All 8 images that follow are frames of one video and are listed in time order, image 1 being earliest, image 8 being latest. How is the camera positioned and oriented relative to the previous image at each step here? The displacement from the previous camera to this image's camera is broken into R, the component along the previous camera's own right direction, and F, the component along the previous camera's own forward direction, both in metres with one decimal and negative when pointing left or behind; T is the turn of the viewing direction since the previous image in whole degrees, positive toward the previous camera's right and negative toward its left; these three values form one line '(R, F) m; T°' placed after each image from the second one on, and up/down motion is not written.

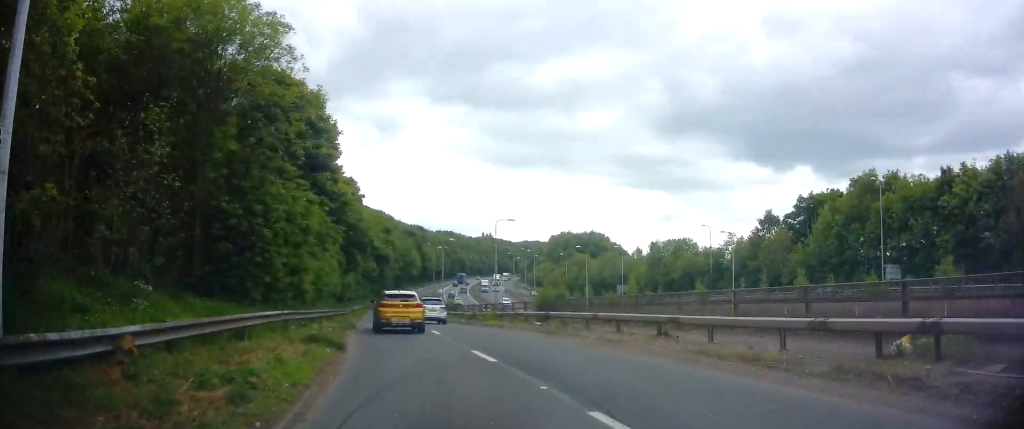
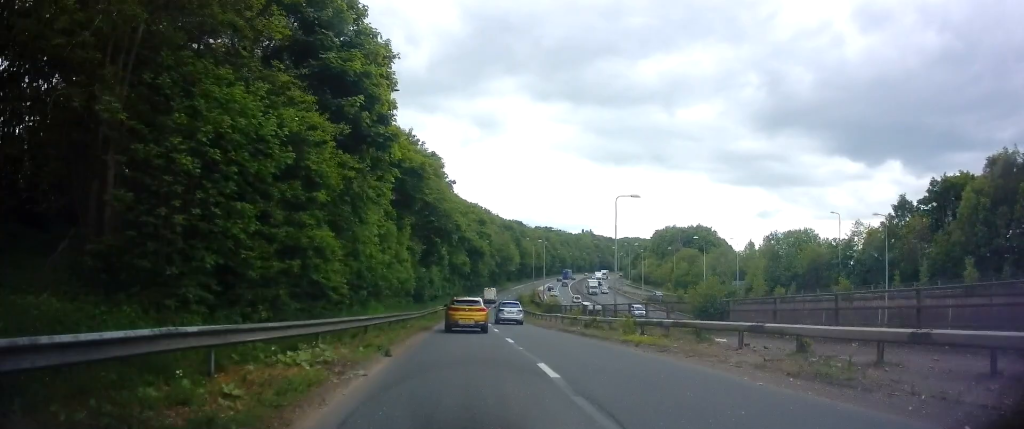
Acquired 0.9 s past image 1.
(-0.8, +10.2) m; -8°
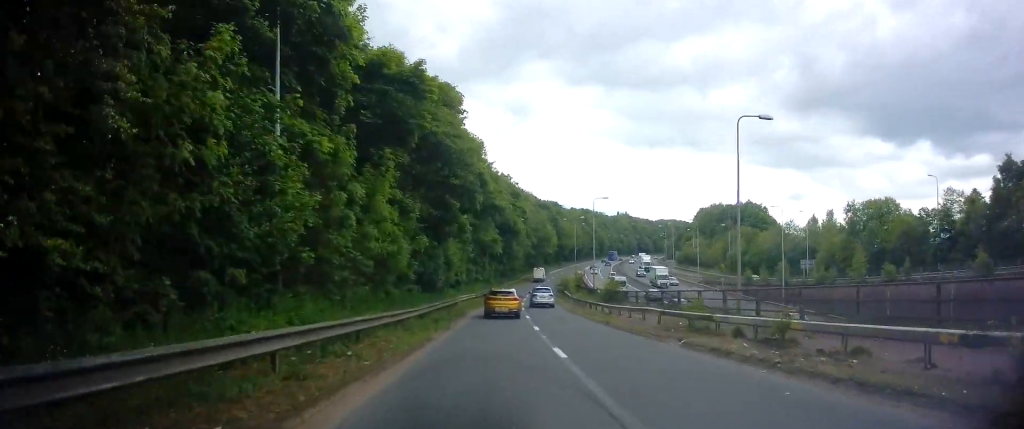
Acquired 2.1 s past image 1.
(-1.1, +14.0) m; -5°
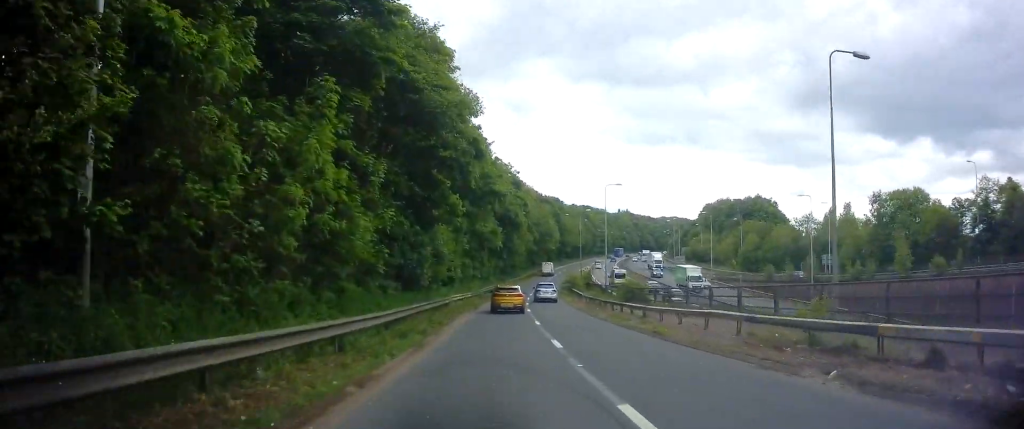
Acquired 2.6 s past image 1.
(-0.1, +6.8) m; 0°
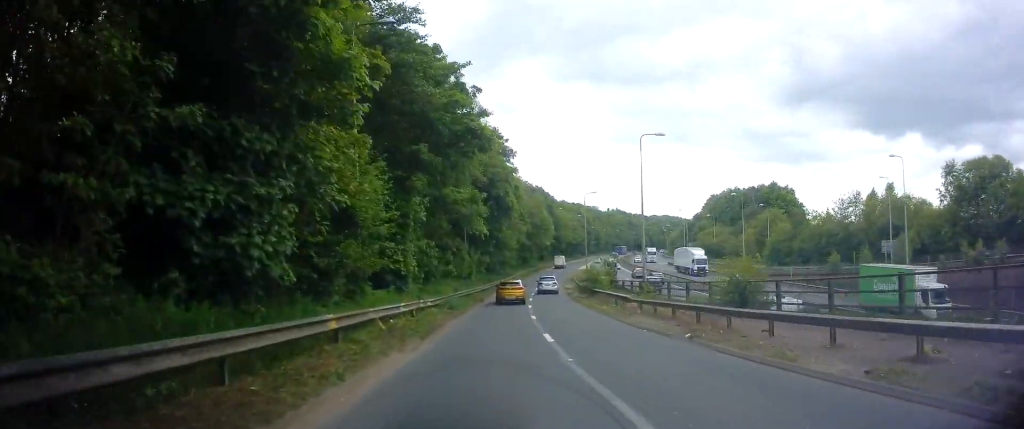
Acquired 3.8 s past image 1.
(+0.4, +19.1) m; +1°
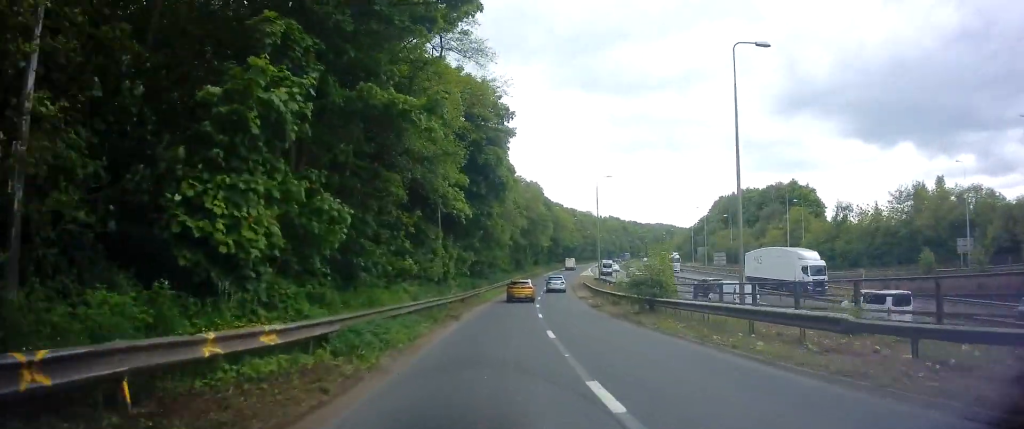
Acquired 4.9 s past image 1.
(+0.1, +16.8) m; +1°
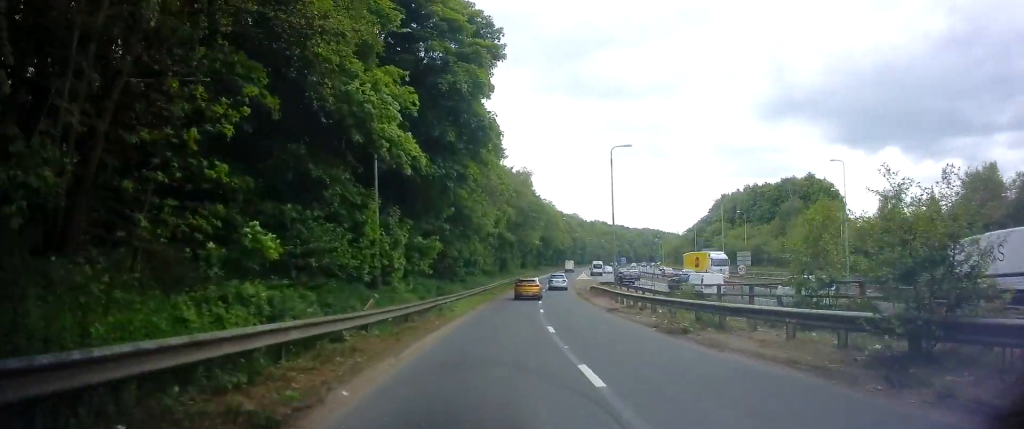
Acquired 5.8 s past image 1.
(+0.2, +15.9) m; +2°
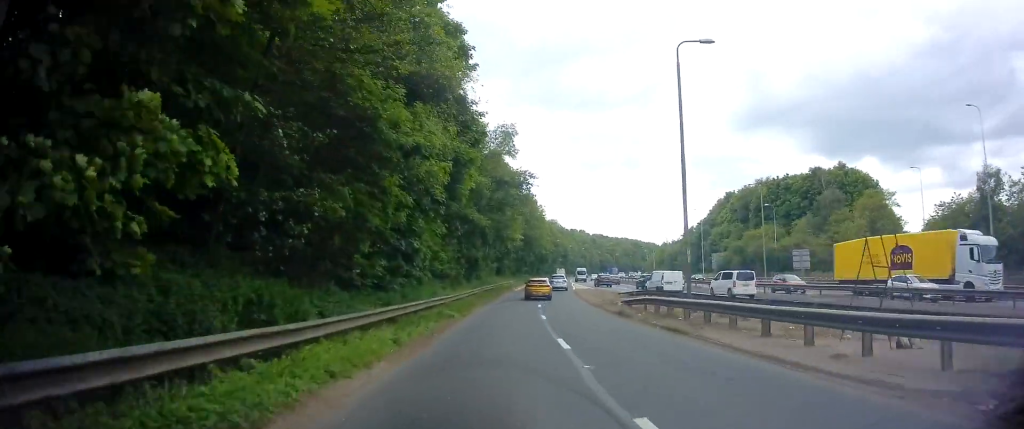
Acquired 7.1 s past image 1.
(+0.7, +22.4) m; +3°
